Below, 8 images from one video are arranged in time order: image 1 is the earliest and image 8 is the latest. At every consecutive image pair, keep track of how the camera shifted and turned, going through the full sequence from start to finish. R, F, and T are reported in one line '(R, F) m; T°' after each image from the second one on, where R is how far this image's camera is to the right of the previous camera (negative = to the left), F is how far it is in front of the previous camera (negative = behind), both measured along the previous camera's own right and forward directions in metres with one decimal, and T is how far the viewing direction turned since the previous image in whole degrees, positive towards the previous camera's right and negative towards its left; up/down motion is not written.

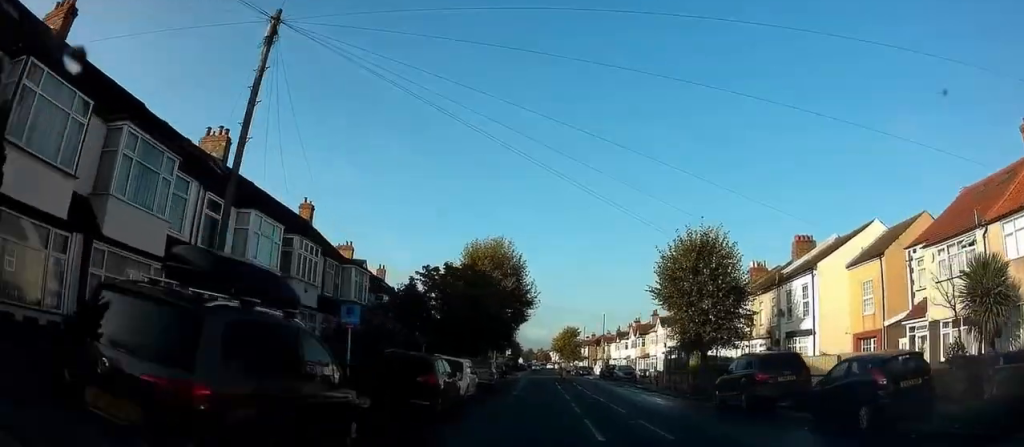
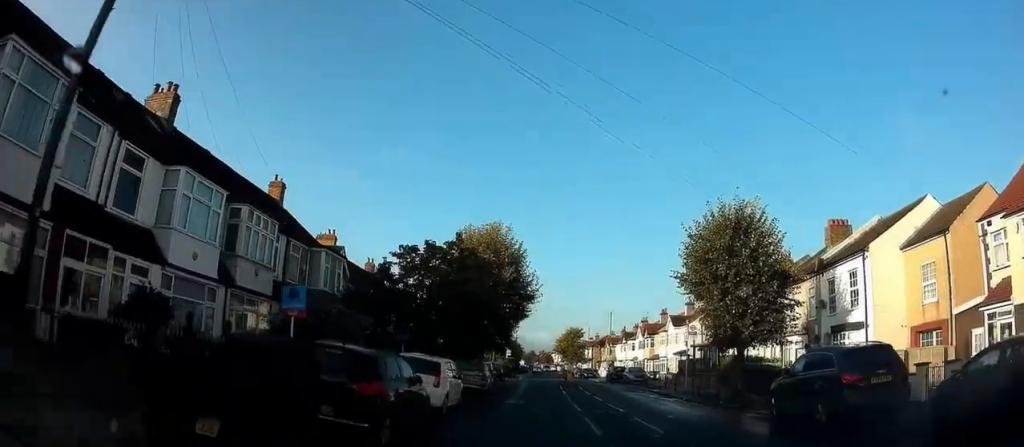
(-0.1, +4.7) m; 0°
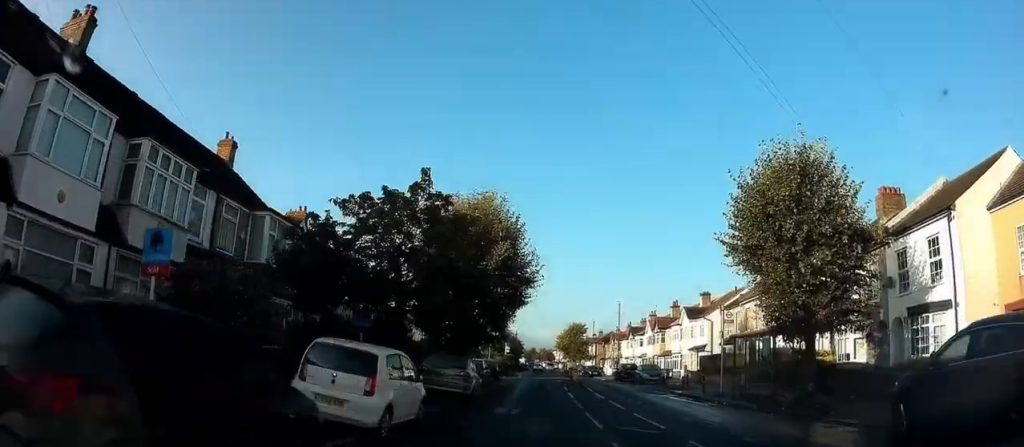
(0.0, +5.9) m; 0°
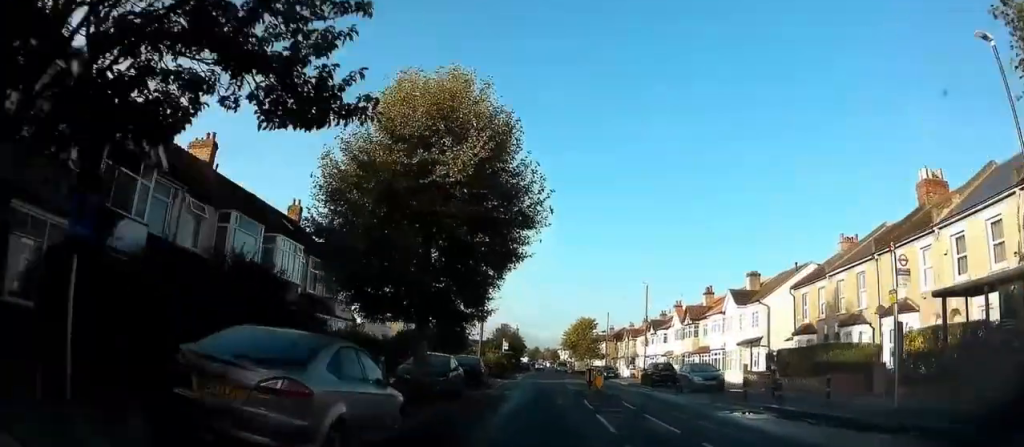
(0.0, +12.8) m; 0°
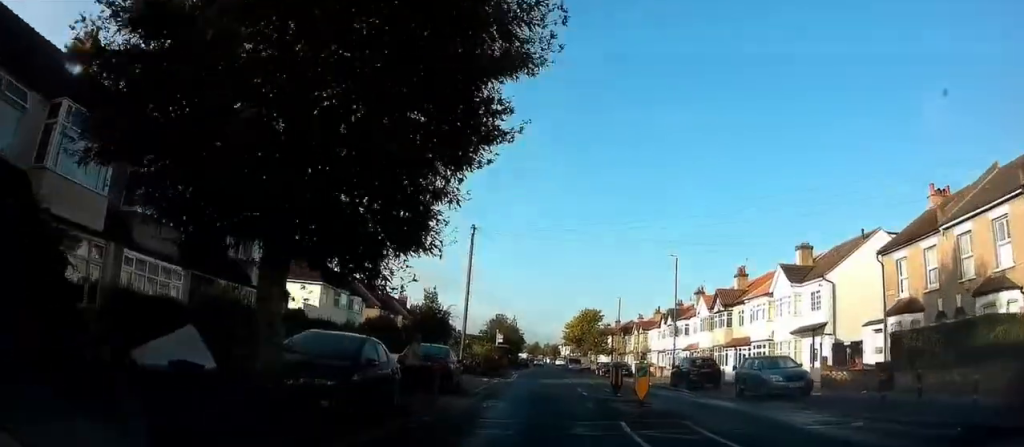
(0.0, +9.7) m; 0°
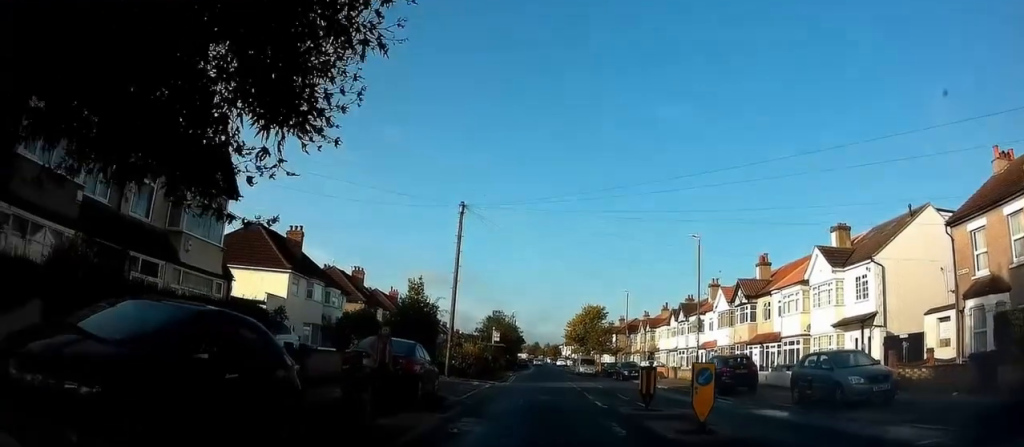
(0.0, +4.9) m; -1°
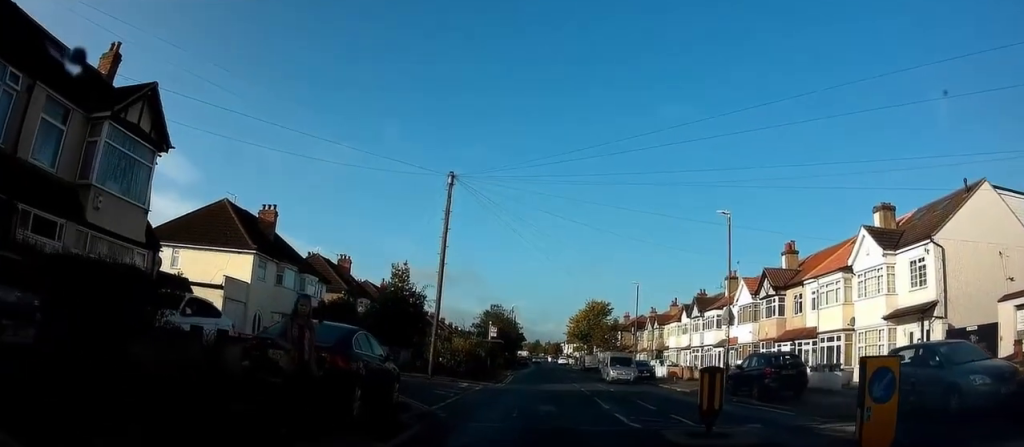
(-0.1, +5.4) m; +6°
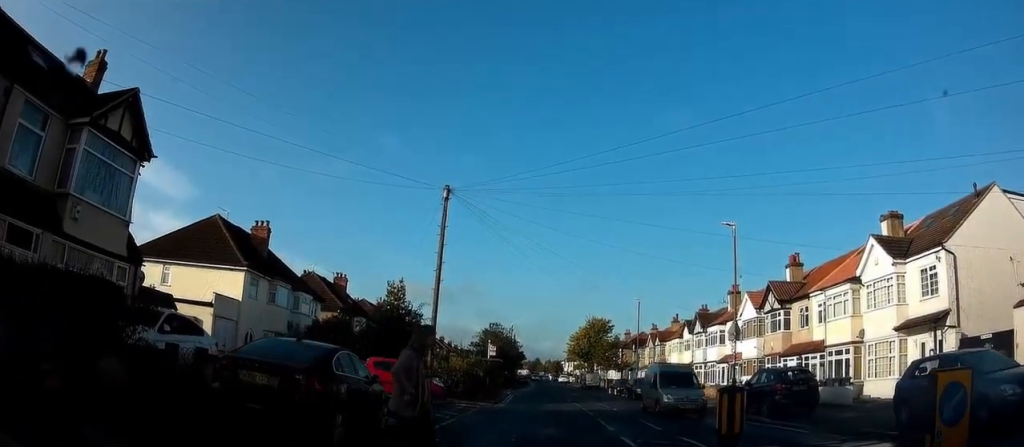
(+0.5, +0.6) m; 0°
